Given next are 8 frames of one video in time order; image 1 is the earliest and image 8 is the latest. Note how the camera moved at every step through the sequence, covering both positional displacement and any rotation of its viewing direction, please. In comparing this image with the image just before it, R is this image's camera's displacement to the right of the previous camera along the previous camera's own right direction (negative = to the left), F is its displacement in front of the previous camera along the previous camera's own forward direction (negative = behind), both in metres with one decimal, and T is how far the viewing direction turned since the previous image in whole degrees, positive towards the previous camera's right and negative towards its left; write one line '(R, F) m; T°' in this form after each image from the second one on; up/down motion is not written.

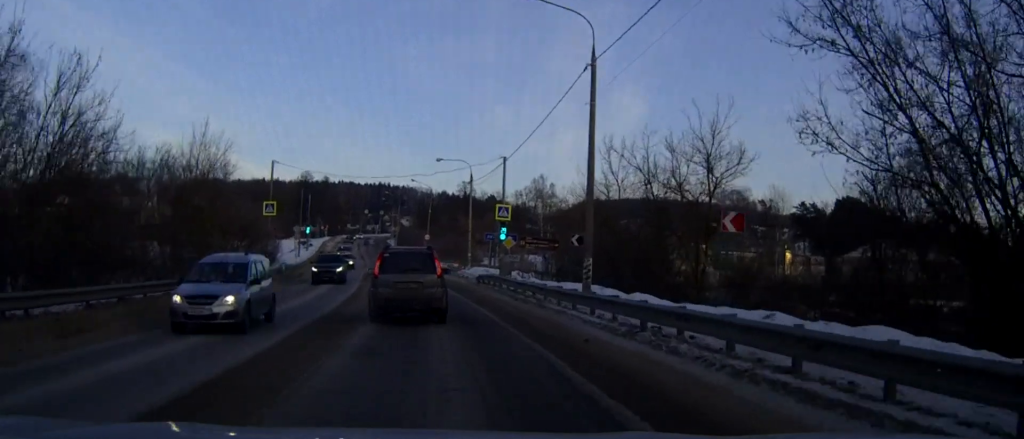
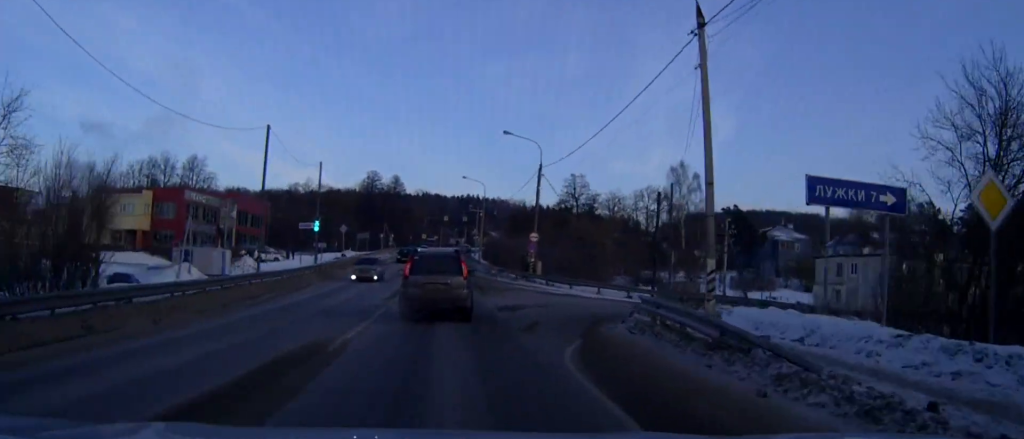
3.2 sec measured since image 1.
(-2.8, +42.9) m; -6°
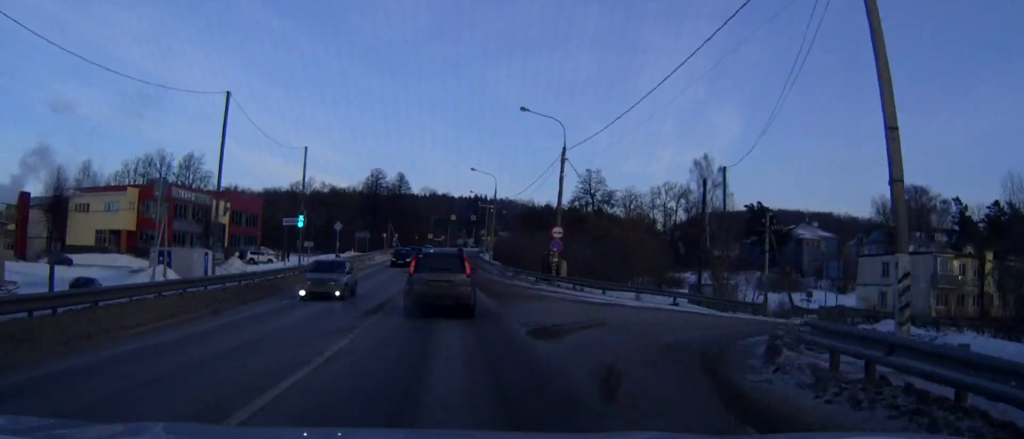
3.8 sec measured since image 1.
(-0.1, +8.0) m; -1°
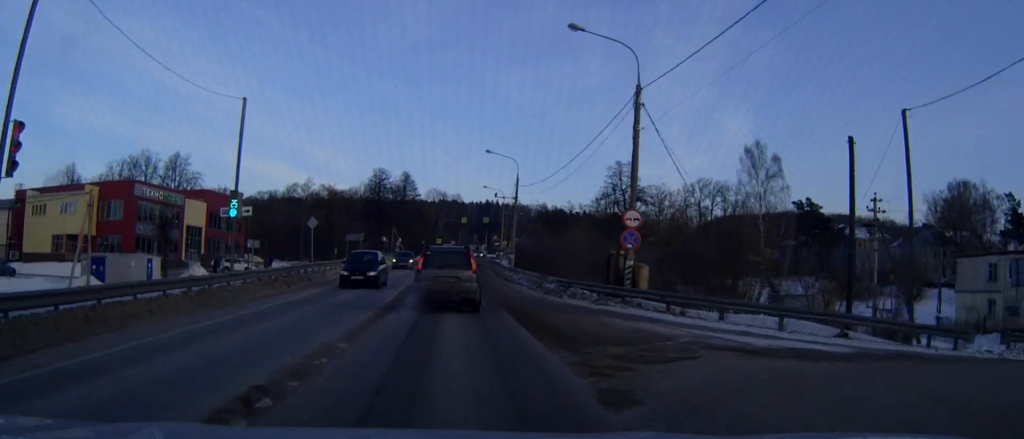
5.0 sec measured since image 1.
(-0.2, +15.9) m; -1°
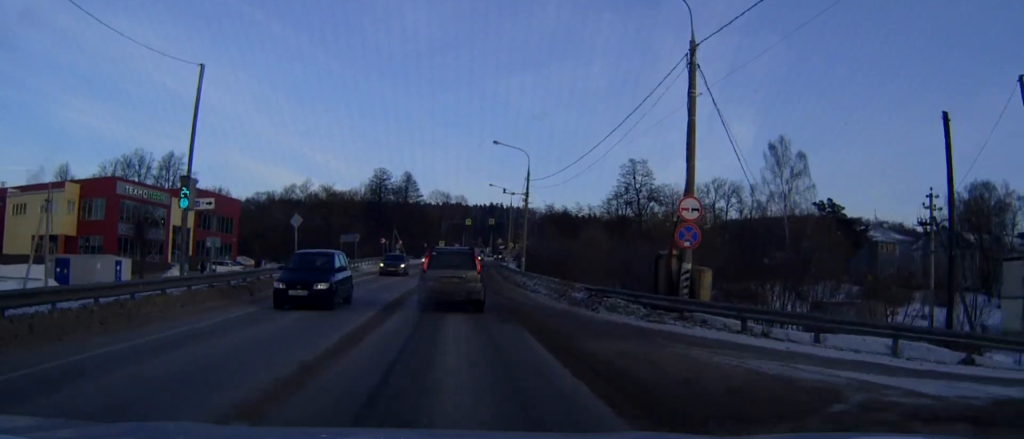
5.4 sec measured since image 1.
(0.0, +6.2) m; 0°
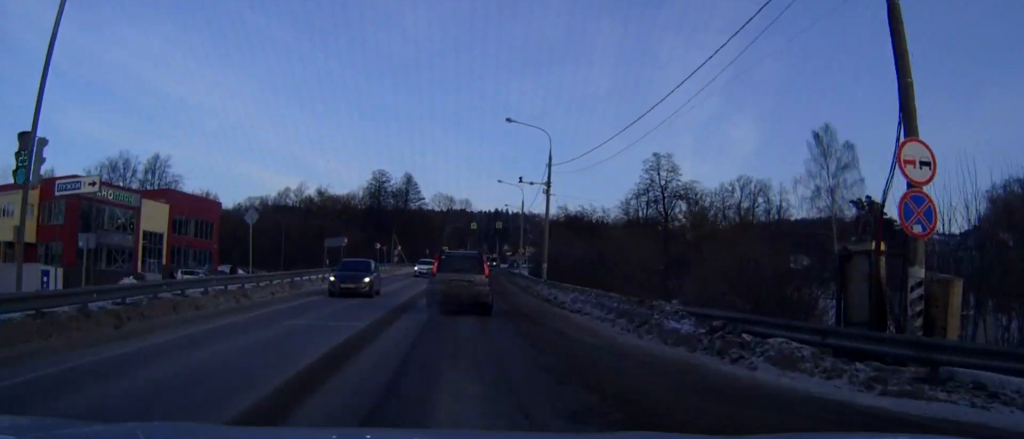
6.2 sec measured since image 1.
(0.0, +10.7) m; 0°
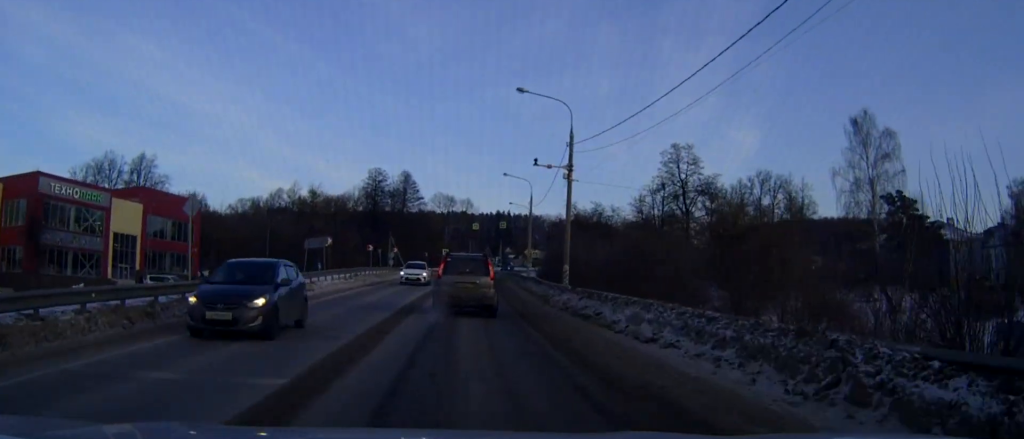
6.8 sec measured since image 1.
(0.0, +8.1) m; 0°
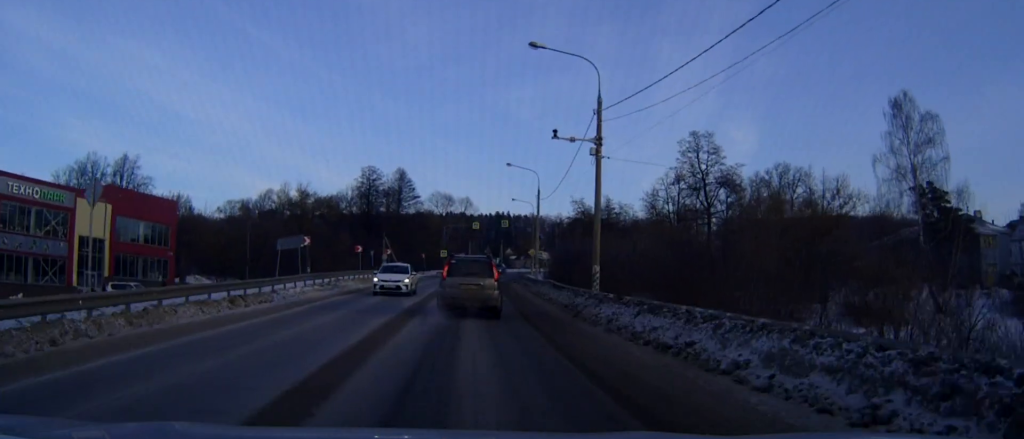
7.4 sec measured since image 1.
(0.0, +7.6) m; 0°
